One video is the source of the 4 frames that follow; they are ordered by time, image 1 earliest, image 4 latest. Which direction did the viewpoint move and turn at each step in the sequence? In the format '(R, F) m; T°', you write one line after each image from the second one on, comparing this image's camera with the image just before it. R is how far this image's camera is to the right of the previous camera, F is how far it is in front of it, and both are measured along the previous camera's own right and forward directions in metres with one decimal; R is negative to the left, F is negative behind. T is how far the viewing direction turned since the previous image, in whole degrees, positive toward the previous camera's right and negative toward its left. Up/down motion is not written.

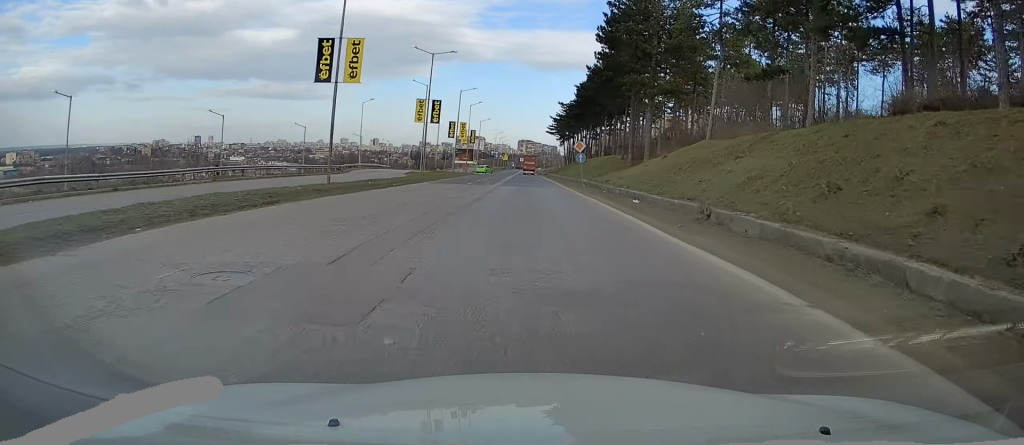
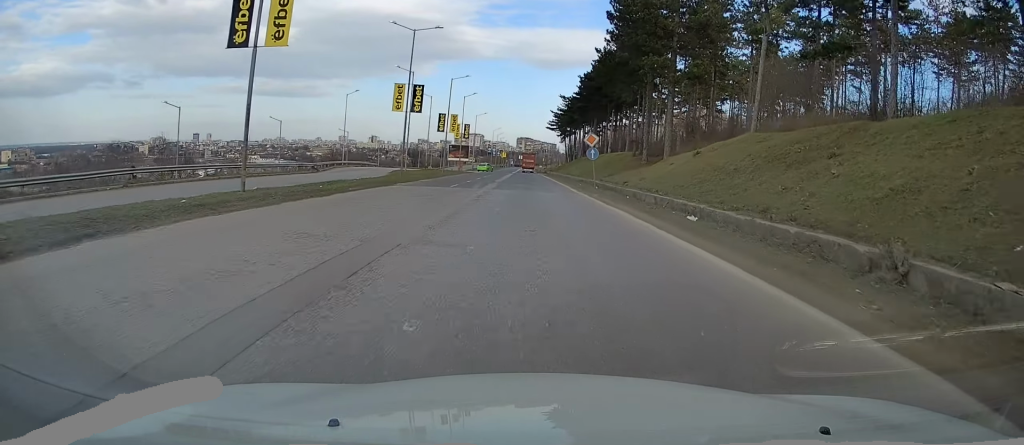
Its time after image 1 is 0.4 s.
(0.0, +8.7) m; 0°
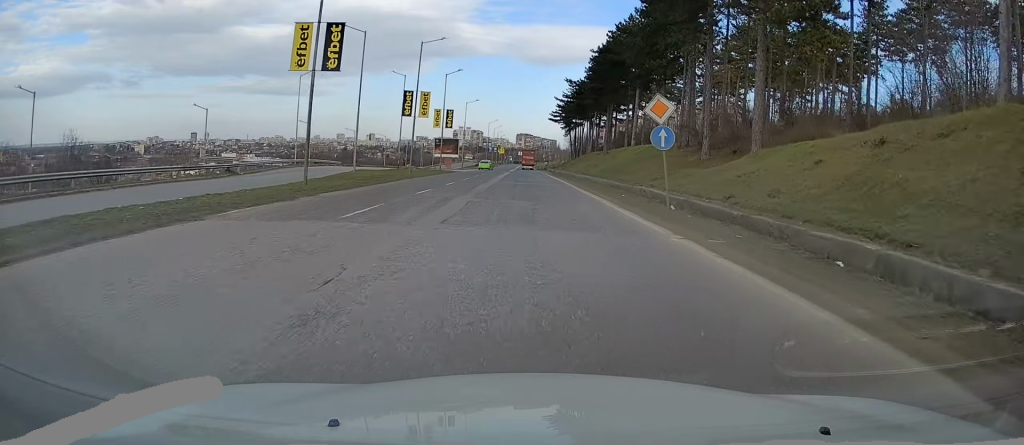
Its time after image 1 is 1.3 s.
(0.0, +19.6) m; 0°
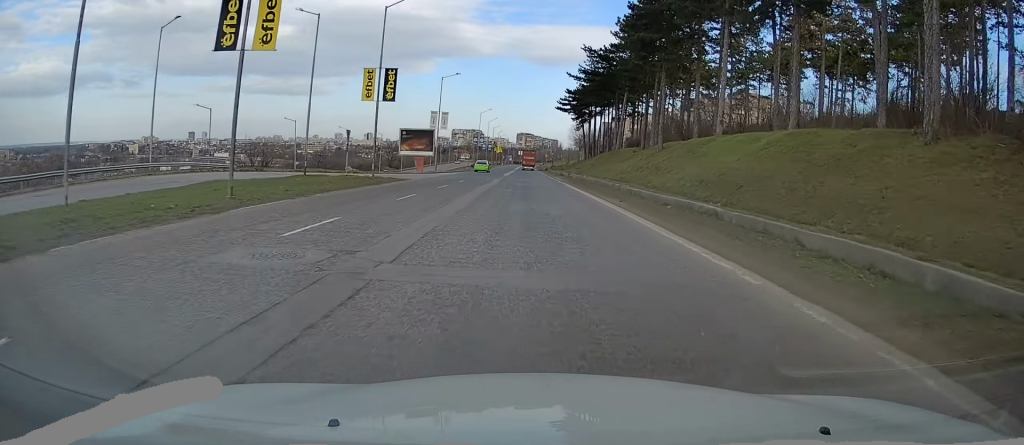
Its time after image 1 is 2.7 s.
(+0.2, +30.9) m; 0°
